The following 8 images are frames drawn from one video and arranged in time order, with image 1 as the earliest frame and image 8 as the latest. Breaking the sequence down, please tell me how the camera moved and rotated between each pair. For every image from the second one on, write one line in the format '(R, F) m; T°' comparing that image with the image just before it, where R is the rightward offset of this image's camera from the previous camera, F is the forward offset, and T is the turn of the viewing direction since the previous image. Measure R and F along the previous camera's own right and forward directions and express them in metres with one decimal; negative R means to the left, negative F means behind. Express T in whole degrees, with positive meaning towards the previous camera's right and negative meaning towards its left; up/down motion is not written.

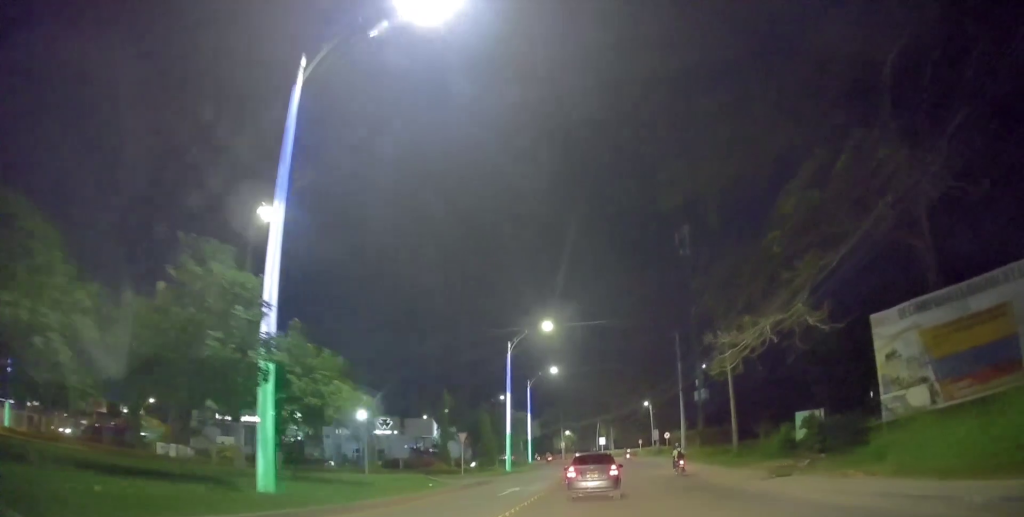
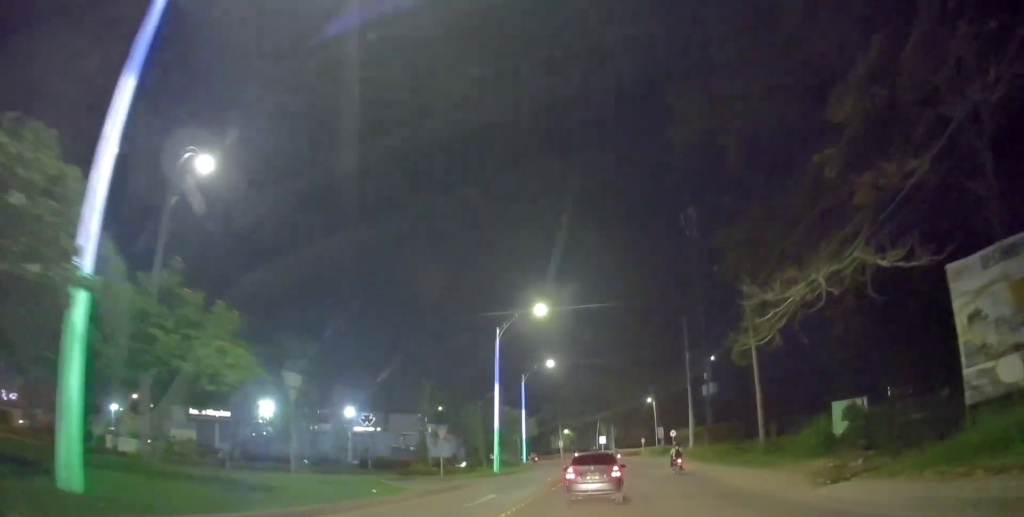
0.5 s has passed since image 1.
(+0.1, +5.1) m; 0°
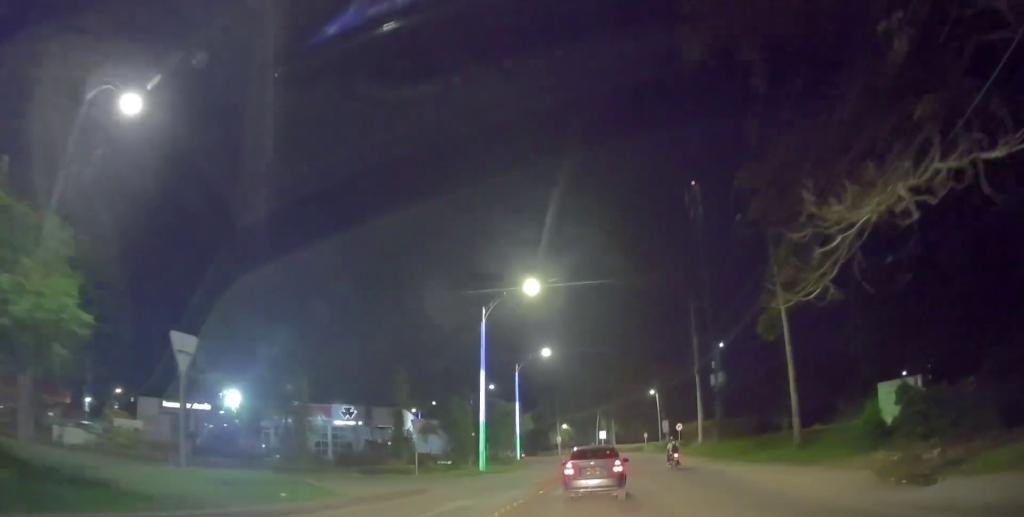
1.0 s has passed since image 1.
(+0.2, +4.7) m; -1°
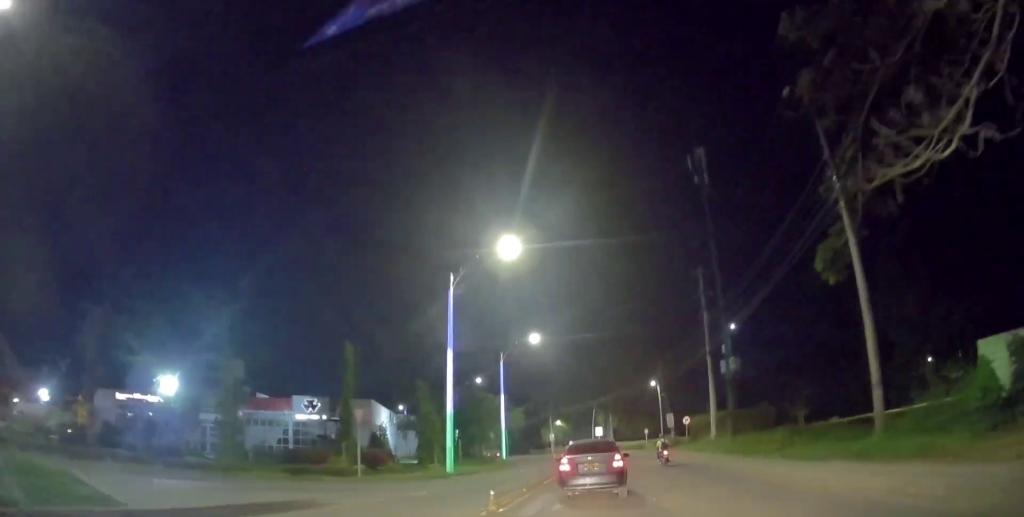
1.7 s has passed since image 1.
(-0.2, +6.6) m; 0°
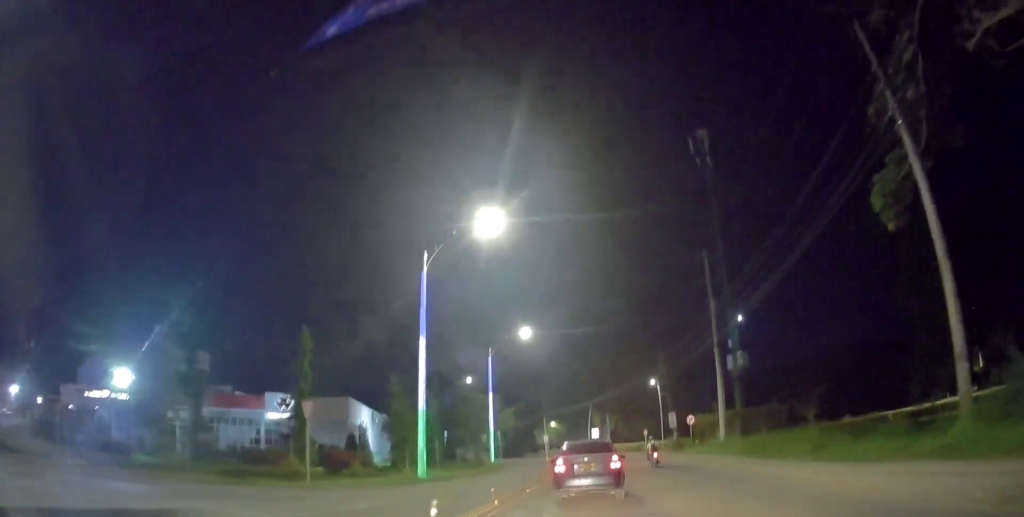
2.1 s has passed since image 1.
(-0.3, +4.2) m; 0°
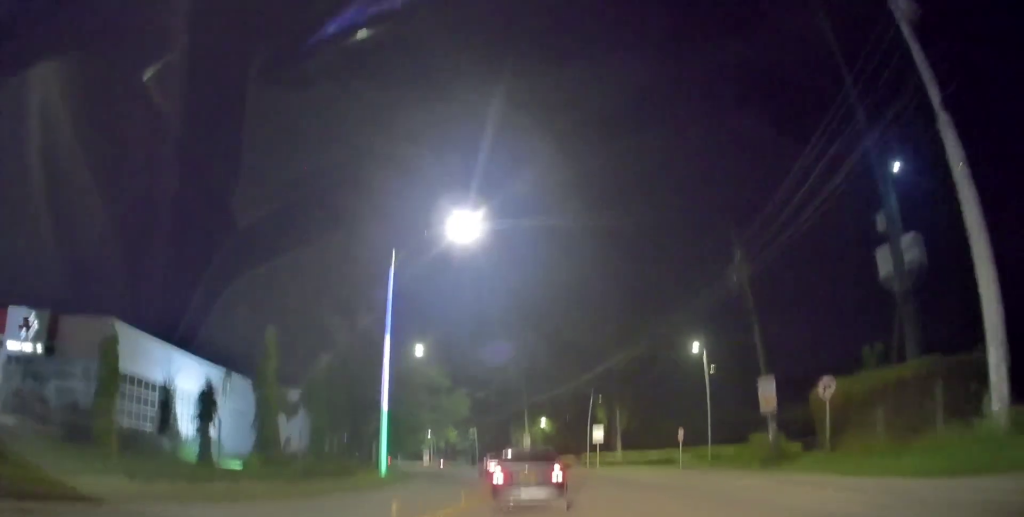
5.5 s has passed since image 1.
(-0.2, +25.1) m; -4°
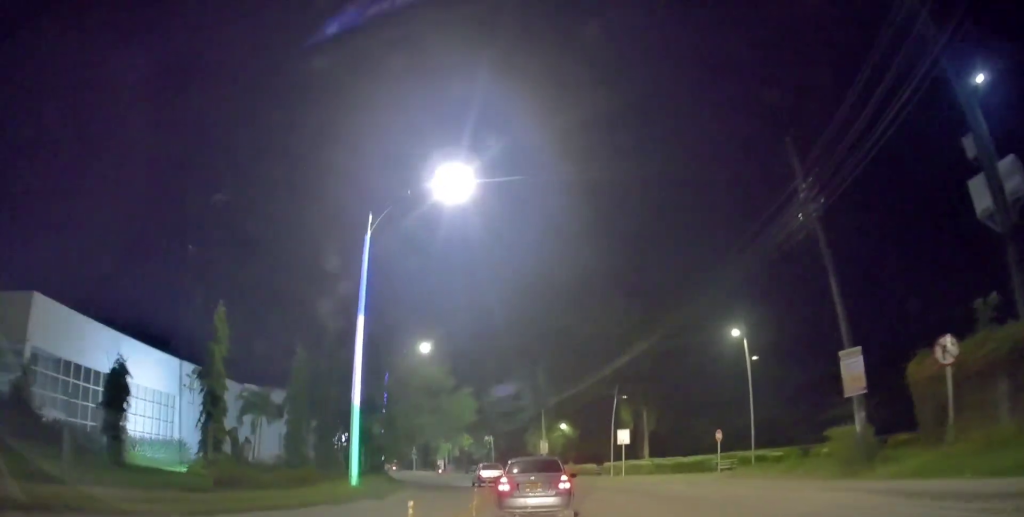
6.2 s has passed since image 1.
(-0.2, +5.3) m; -2°
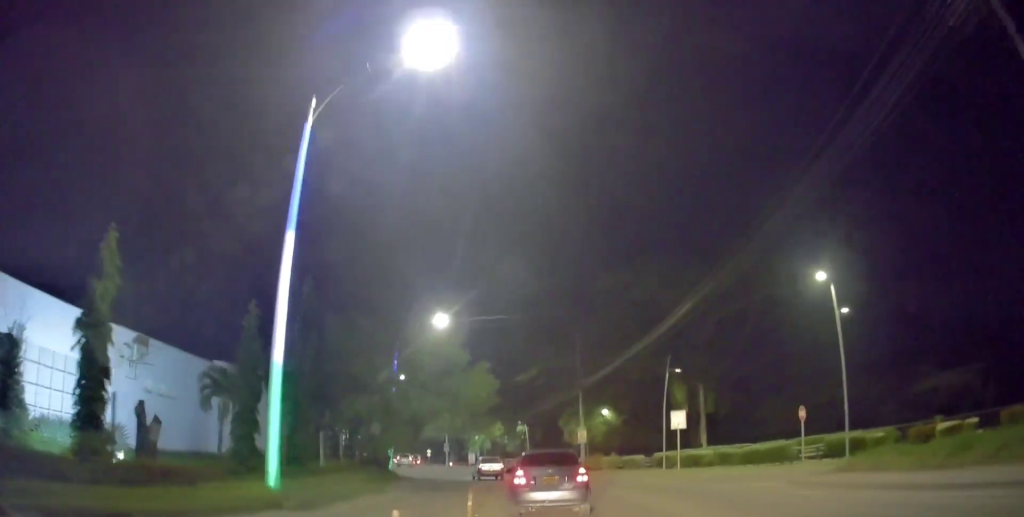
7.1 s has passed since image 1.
(0.0, +7.8) m; -5°
